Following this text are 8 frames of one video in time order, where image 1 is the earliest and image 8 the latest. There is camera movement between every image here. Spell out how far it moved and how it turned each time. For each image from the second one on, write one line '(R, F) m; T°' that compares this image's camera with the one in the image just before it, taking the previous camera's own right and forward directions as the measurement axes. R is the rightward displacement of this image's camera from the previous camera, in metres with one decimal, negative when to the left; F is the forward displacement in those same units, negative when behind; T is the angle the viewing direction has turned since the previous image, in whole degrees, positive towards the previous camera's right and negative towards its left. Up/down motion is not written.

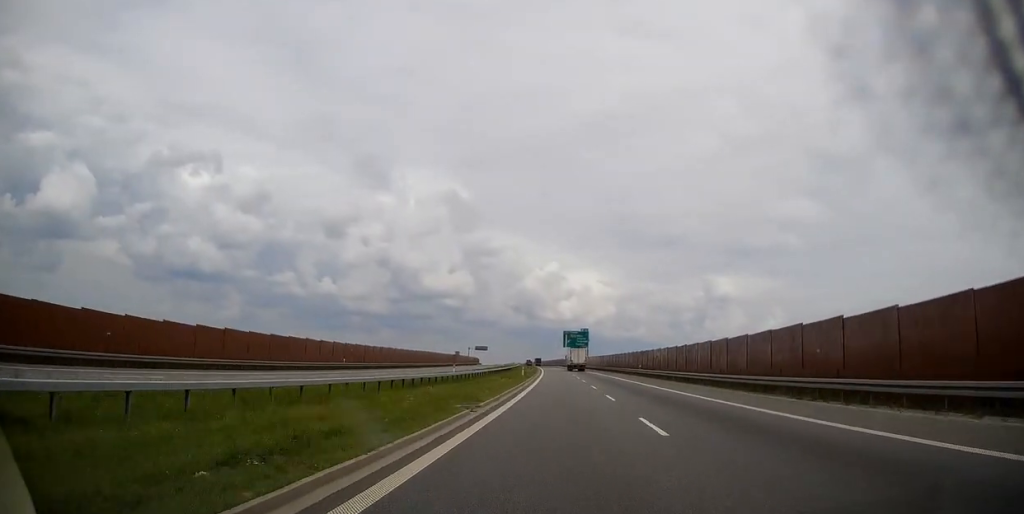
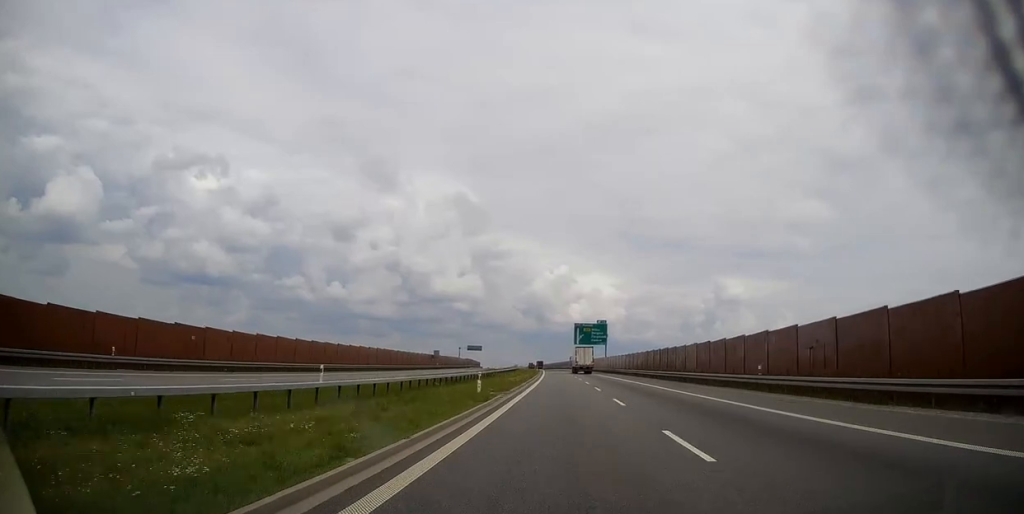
(-0.1, +39.3) m; -1°
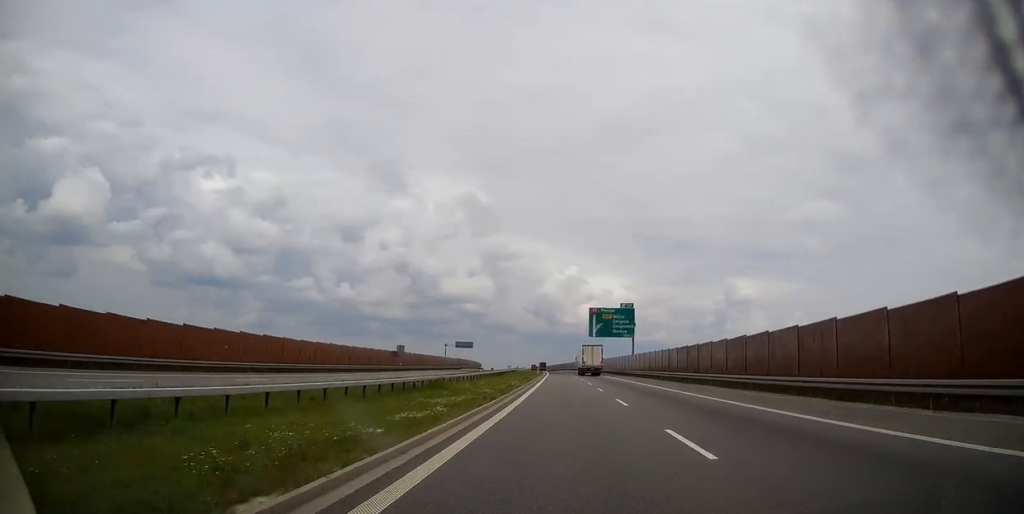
(-0.3, +35.8) m; -1°
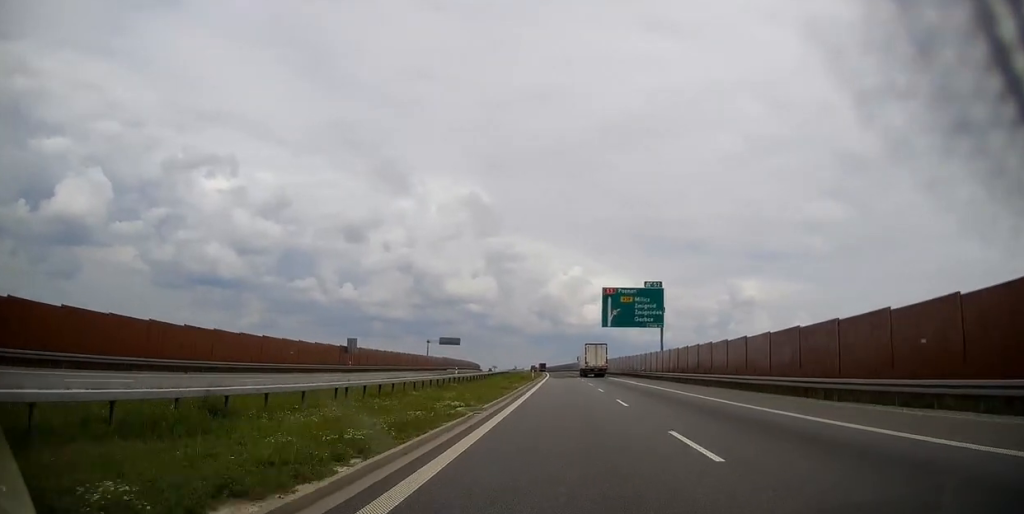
(-0.2, +24.2) m; 0°
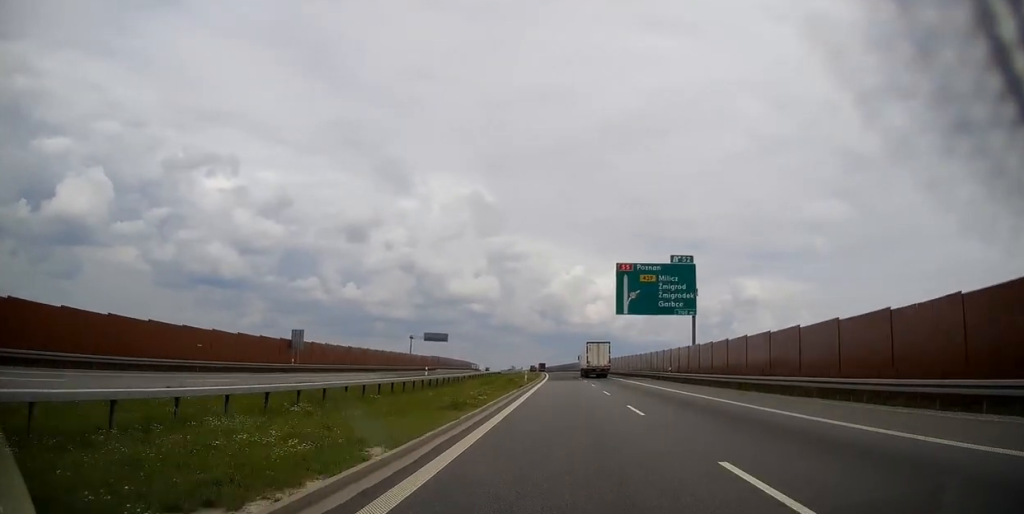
(0.0, +16.1) m; 0°
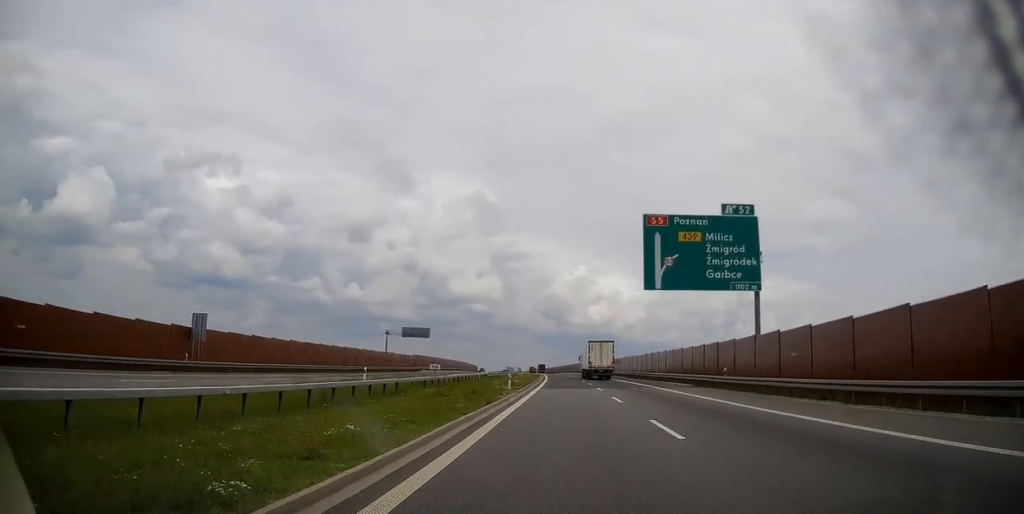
(0.0, +17.2) m; 0°
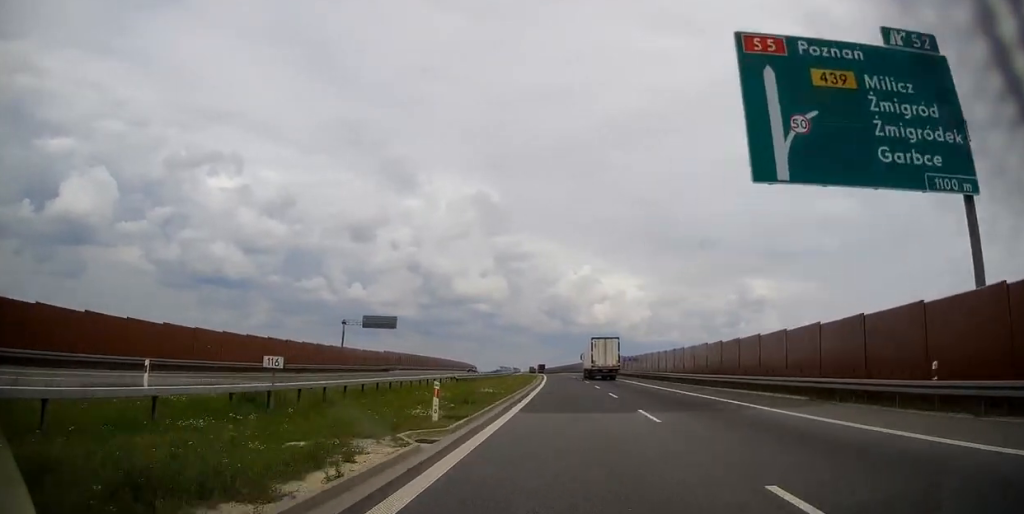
(-0.1, +20.7) m; -1°
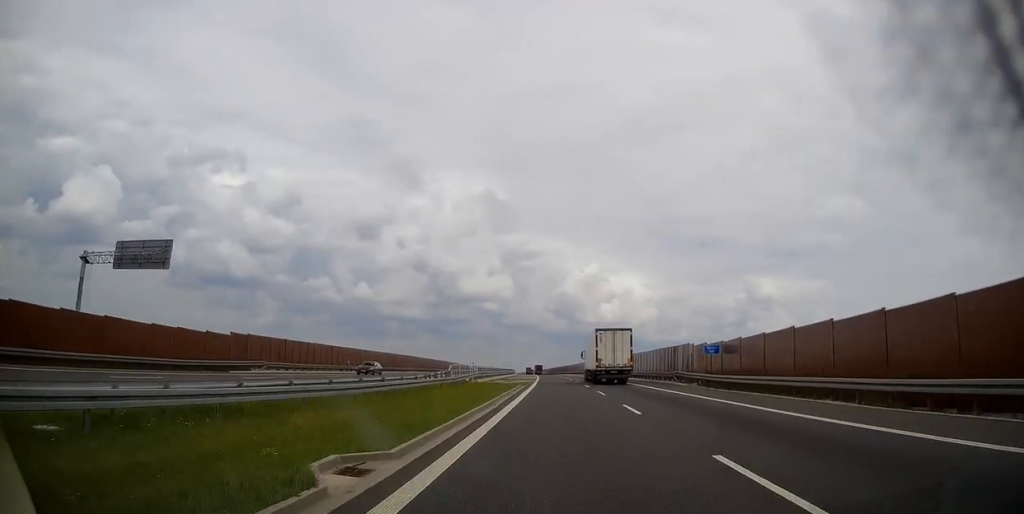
(-0.4, +45.8) m; -1°
